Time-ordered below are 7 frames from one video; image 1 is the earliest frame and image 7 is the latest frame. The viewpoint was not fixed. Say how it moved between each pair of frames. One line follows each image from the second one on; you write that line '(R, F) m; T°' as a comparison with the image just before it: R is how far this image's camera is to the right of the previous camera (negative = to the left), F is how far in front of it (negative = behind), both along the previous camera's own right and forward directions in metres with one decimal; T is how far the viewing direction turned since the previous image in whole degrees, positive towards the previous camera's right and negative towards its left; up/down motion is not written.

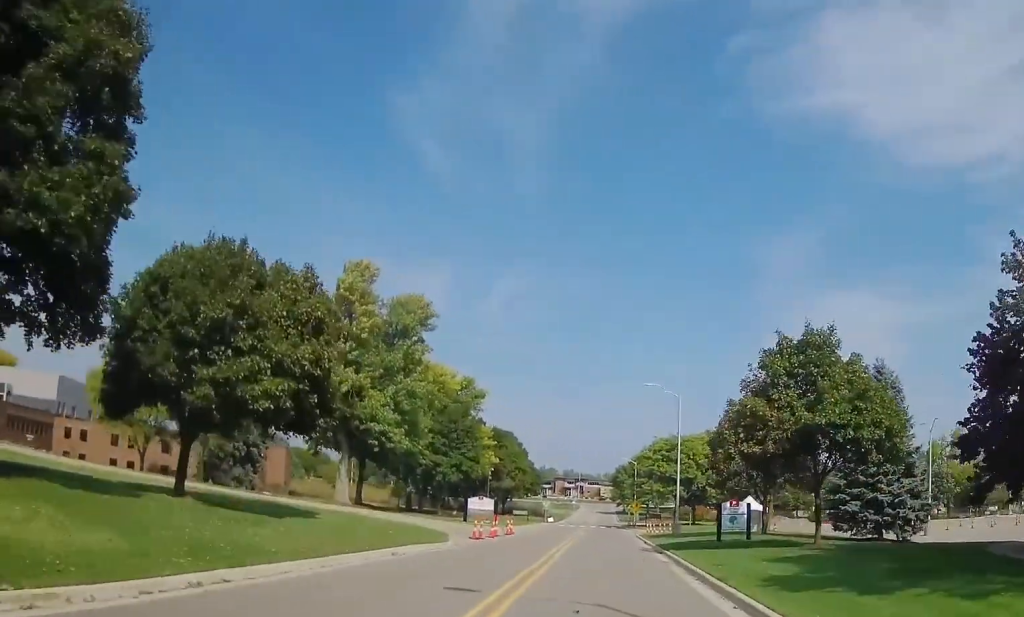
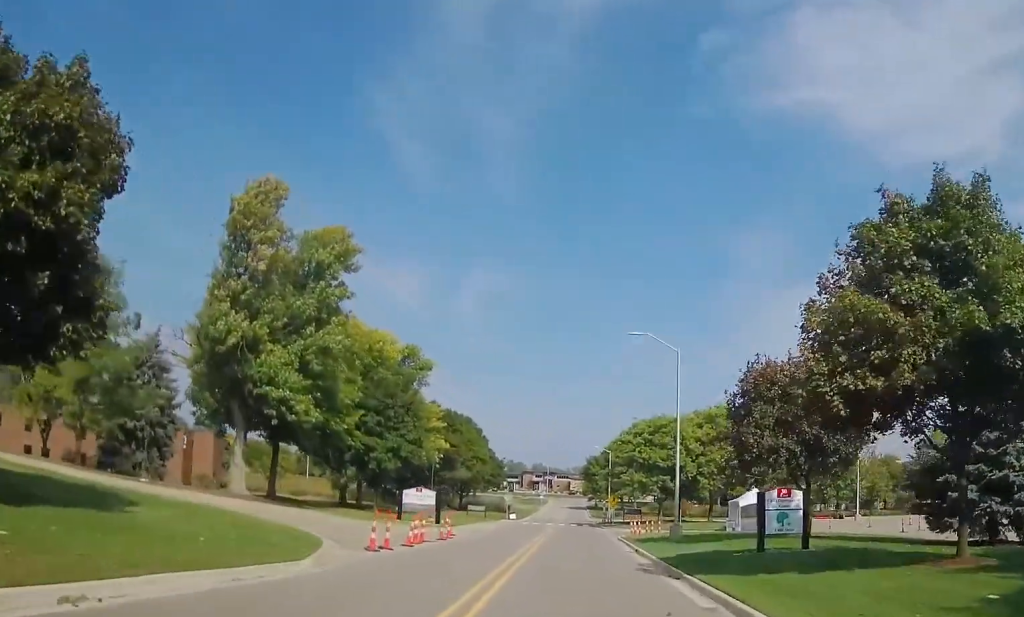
(+0.4, +12.9) m; +3°
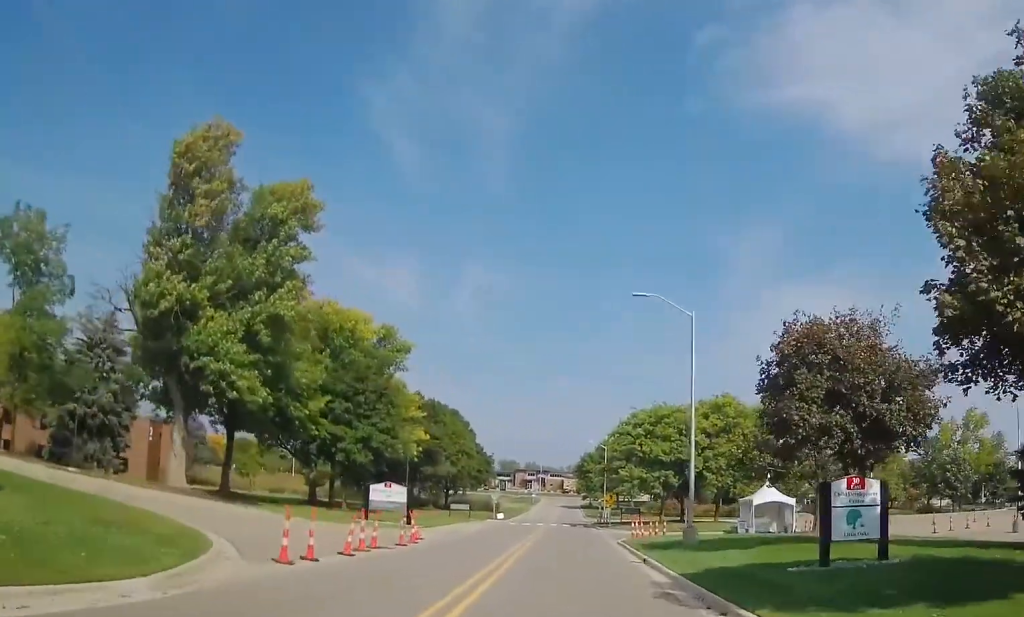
(+0.2, +6.3) m; +1°
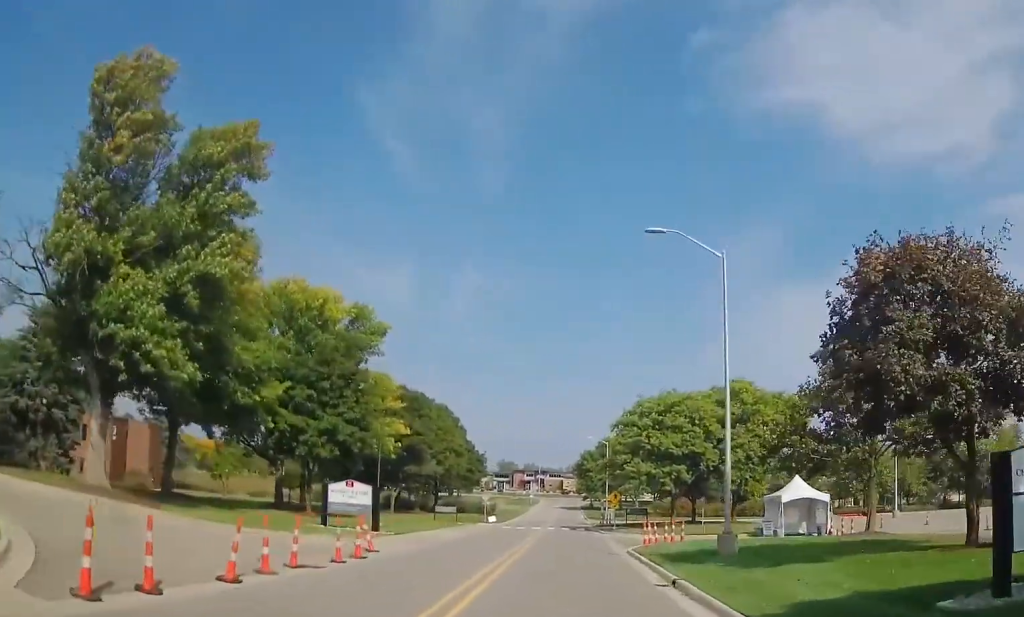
(+0.1, +7.0) m; +1°
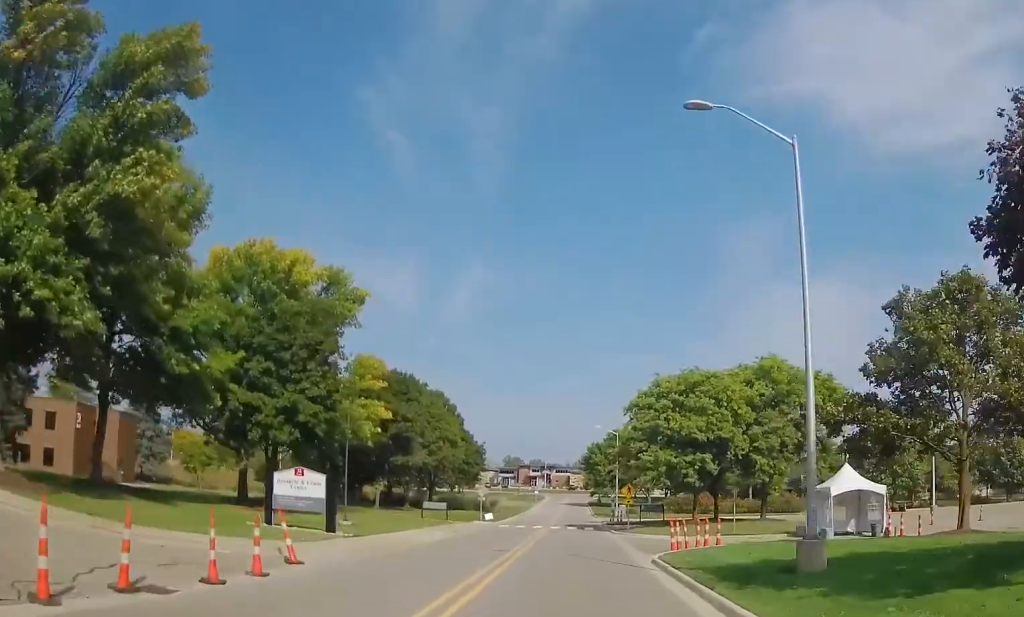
(0.0, +7.3) m; 0°
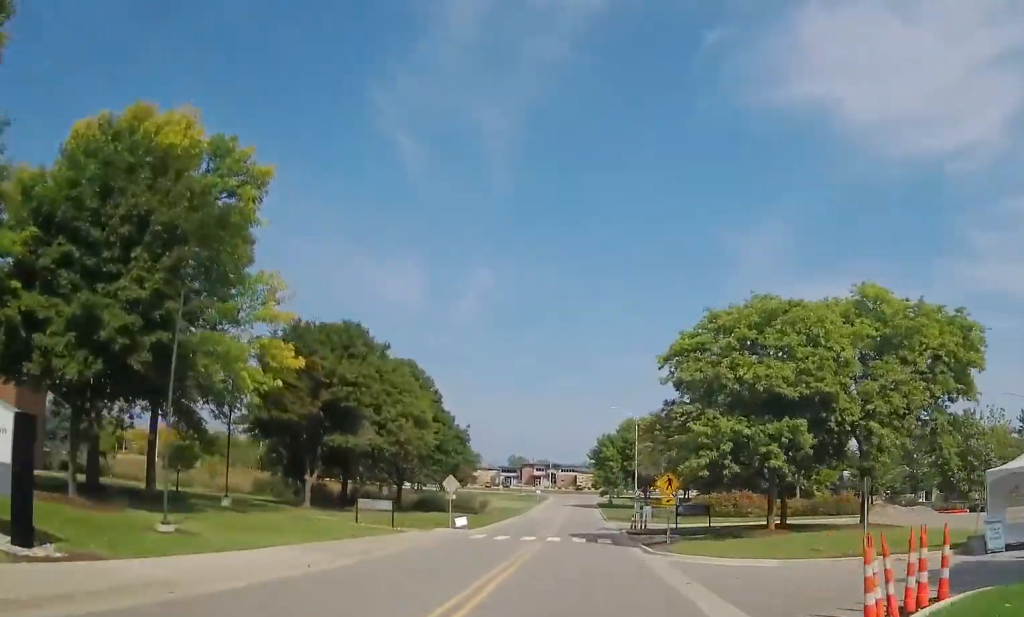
(0.0, +17.0) m; -2°
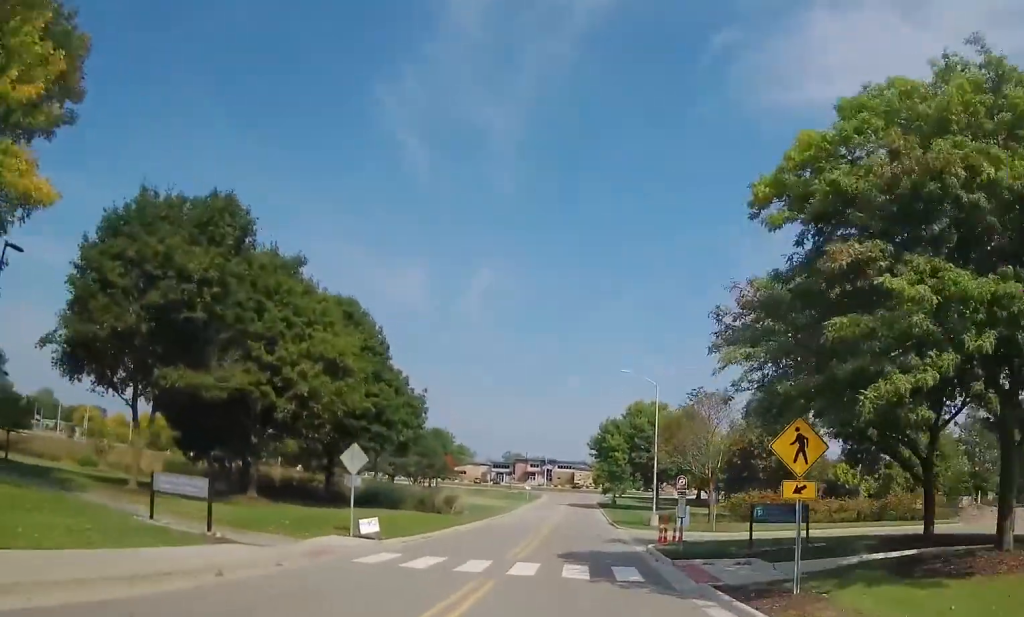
(-0.5, +17.4) m; -2°
